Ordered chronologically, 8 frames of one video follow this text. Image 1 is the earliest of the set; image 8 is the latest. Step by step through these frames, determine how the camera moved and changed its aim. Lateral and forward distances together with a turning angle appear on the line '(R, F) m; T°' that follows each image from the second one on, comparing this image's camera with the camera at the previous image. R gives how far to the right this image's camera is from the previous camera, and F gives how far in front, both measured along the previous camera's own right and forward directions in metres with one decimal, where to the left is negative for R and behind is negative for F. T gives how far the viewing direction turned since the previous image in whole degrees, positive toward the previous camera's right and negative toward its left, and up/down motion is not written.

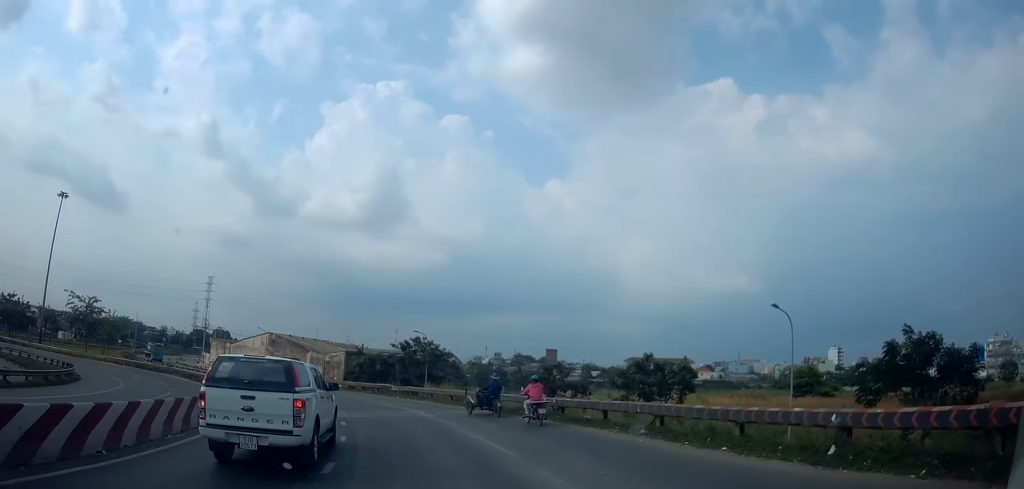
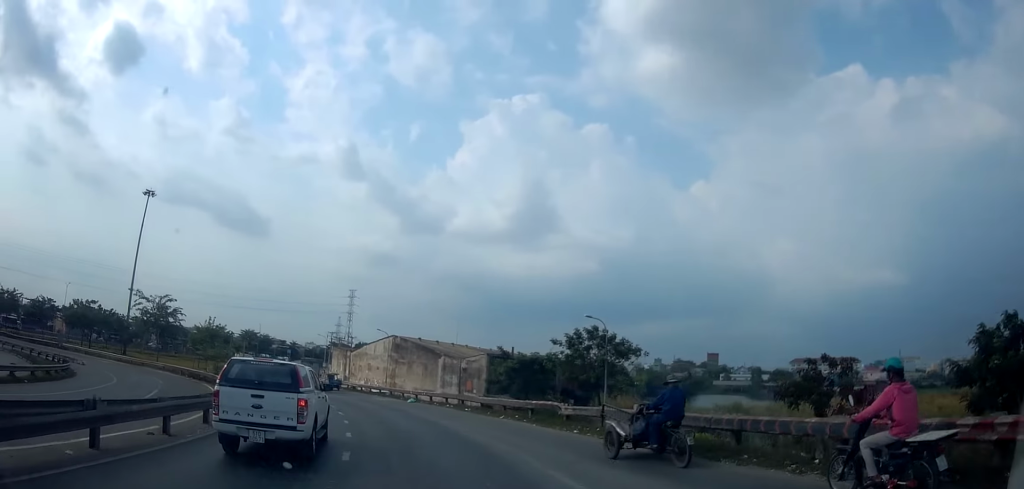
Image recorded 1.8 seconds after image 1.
(-2.4, +19.1) m; -13°
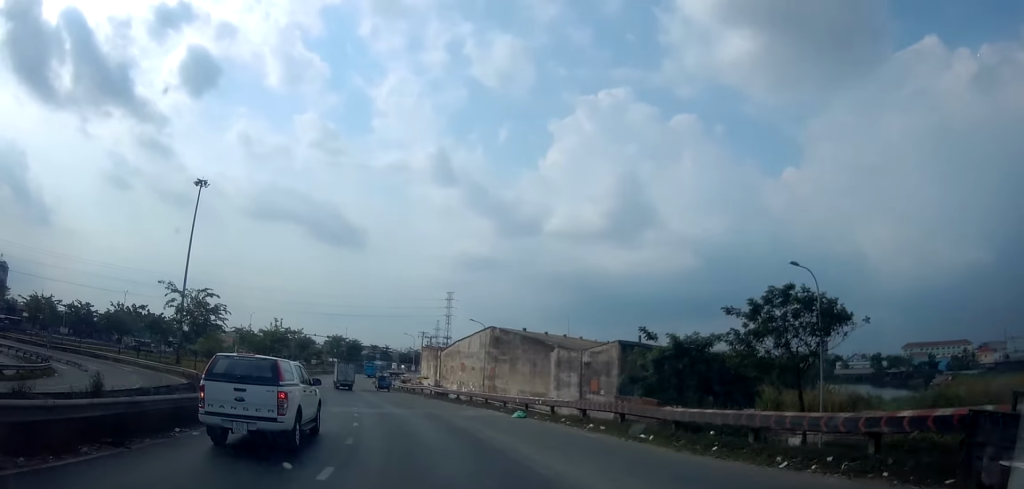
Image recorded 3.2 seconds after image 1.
(-1.6, +14.6) m; -12°
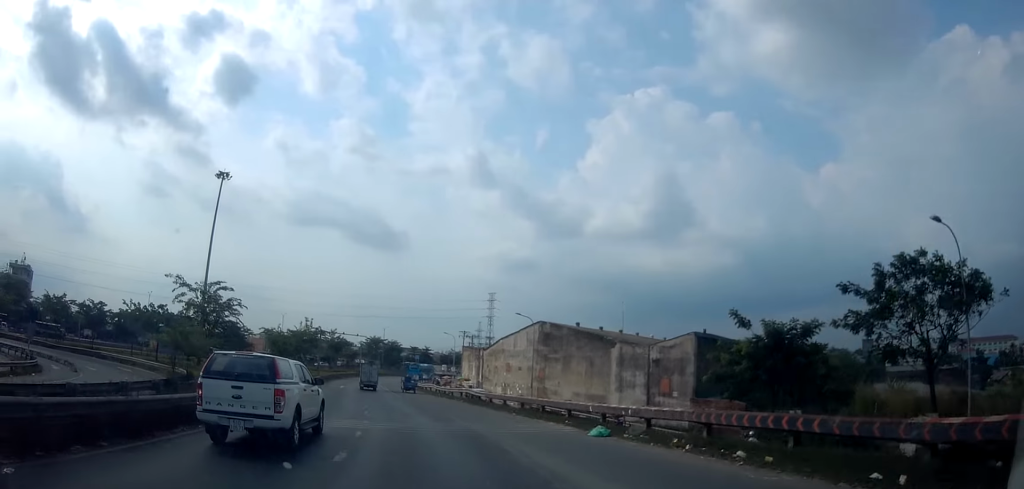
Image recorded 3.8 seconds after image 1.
(-0.2, +6.9) m; -5°
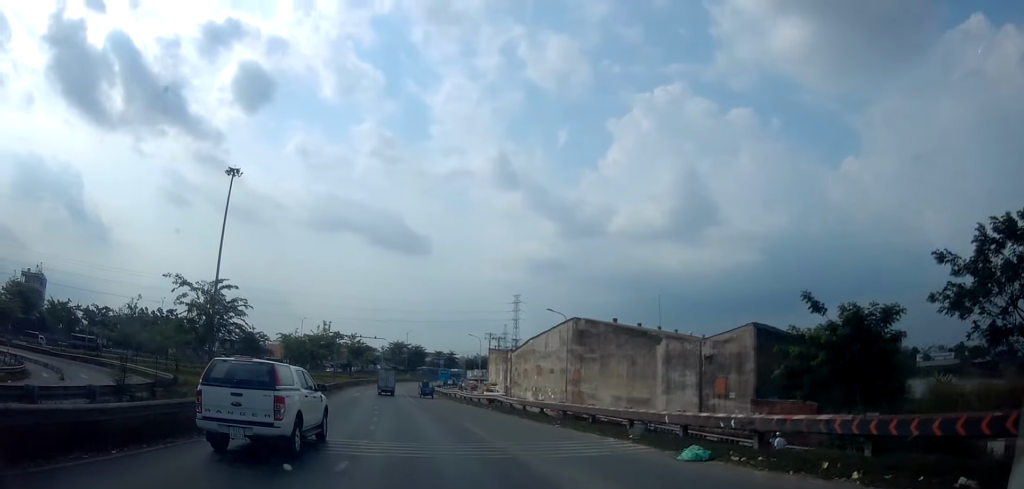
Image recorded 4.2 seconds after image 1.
(-0.3, +4.7) m; -2°
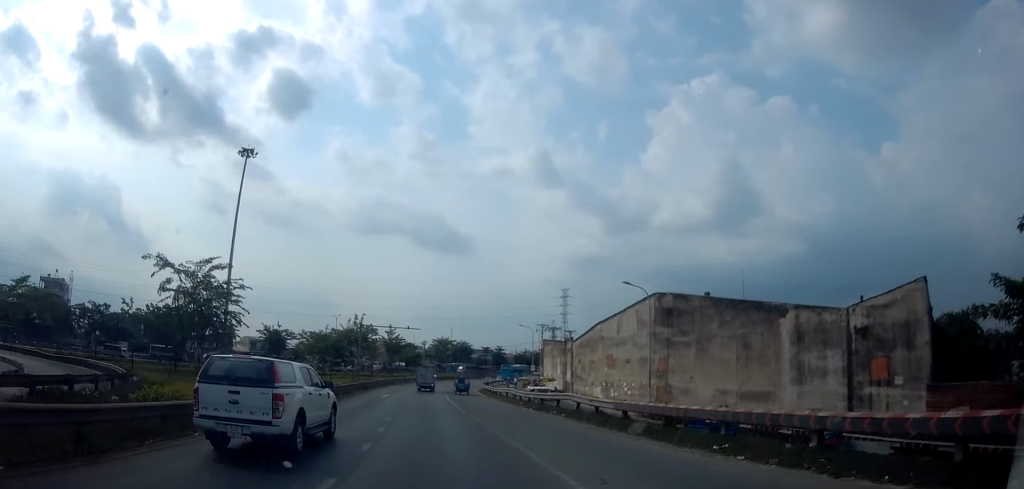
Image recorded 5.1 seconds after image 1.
(-0.4, +10.4) m; -4°
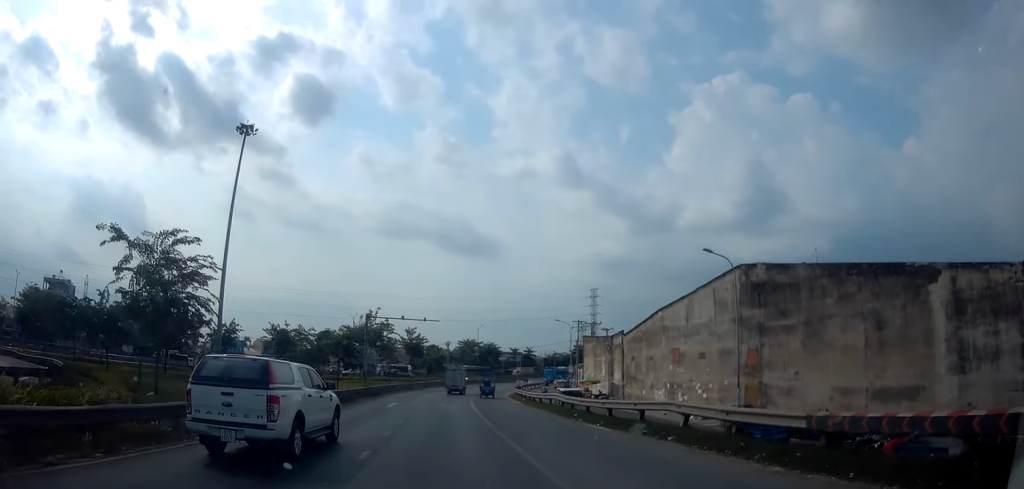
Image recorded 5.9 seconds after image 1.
(-0.2, +8.9) m; -3°
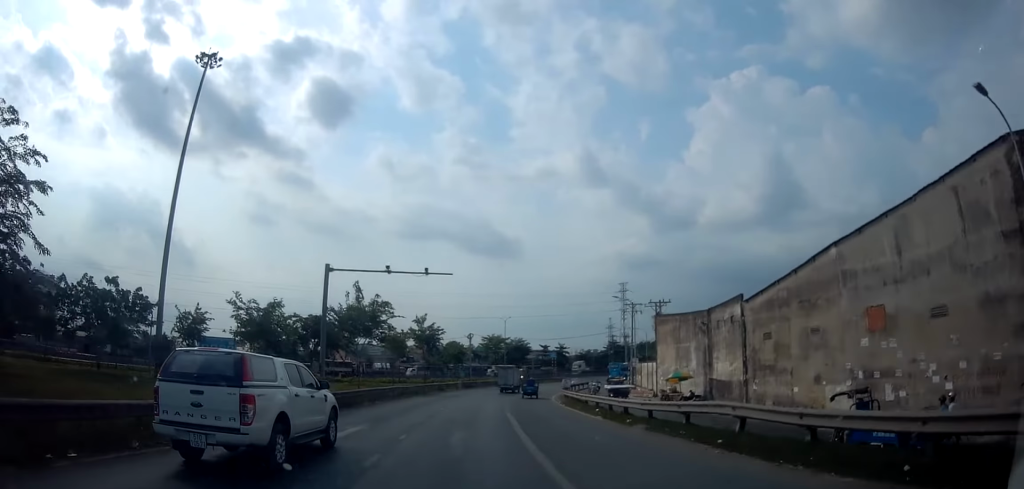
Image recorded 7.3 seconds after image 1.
(-0.8, +17.2) m; -2°
